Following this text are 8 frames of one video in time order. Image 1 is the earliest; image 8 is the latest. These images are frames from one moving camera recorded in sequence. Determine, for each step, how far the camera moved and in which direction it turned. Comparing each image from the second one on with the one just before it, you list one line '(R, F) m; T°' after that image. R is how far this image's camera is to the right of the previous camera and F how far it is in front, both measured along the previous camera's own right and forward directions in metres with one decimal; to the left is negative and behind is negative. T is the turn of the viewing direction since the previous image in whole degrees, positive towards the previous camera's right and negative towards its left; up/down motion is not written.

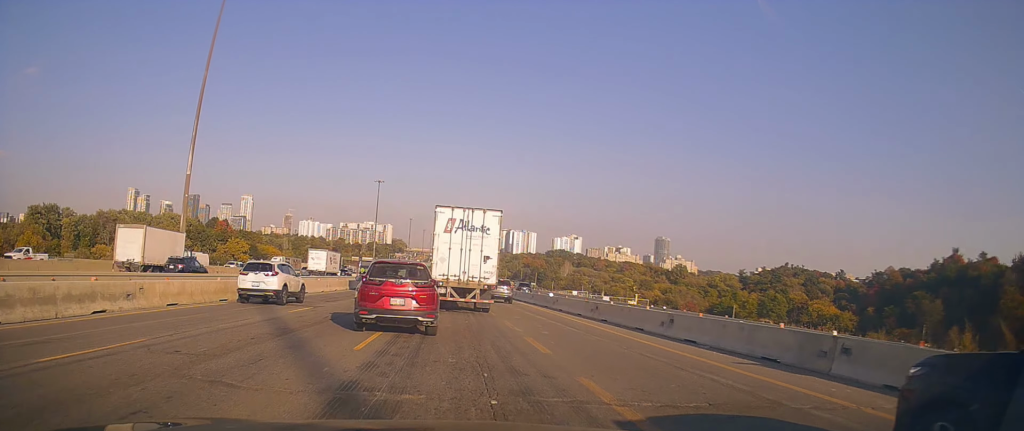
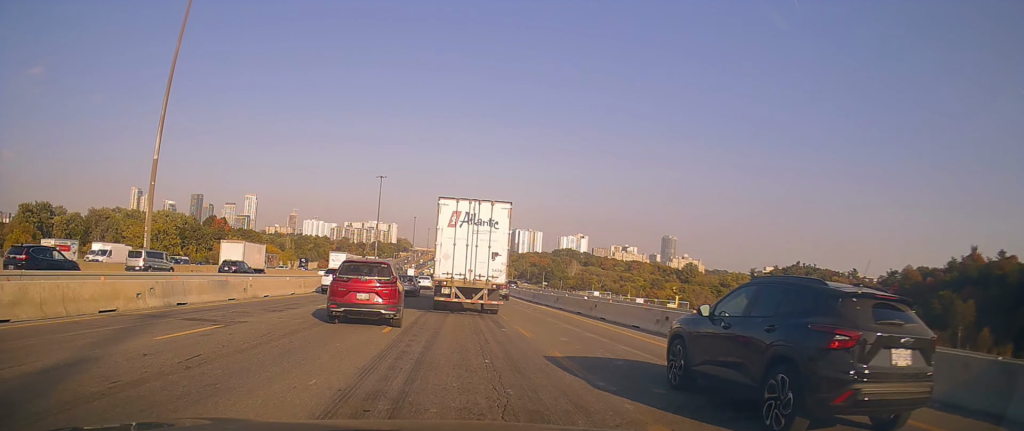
(+0.3, +8.7) m; 0°
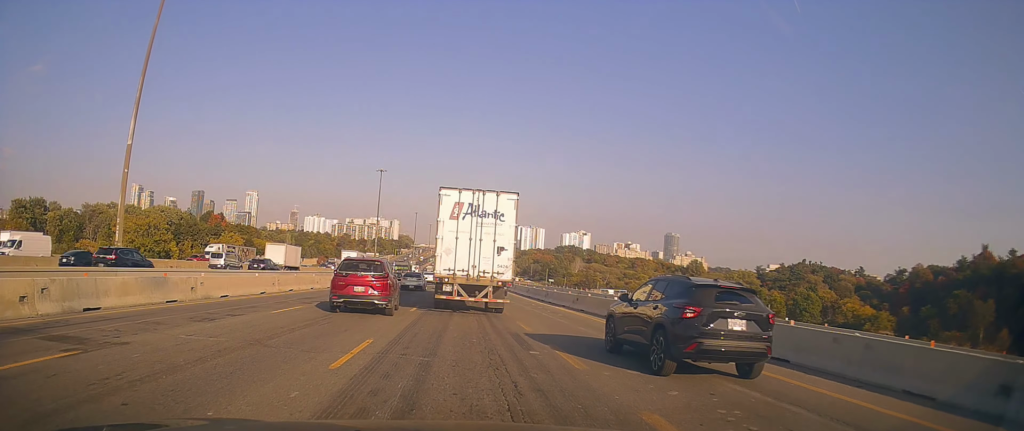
(-0.2, +5.6) m; 0°
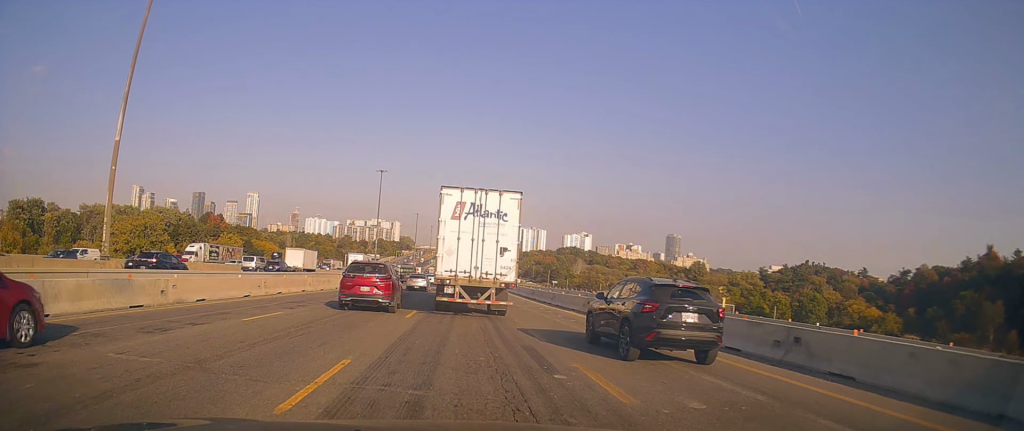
(+0.2, +2.7) m; 0°
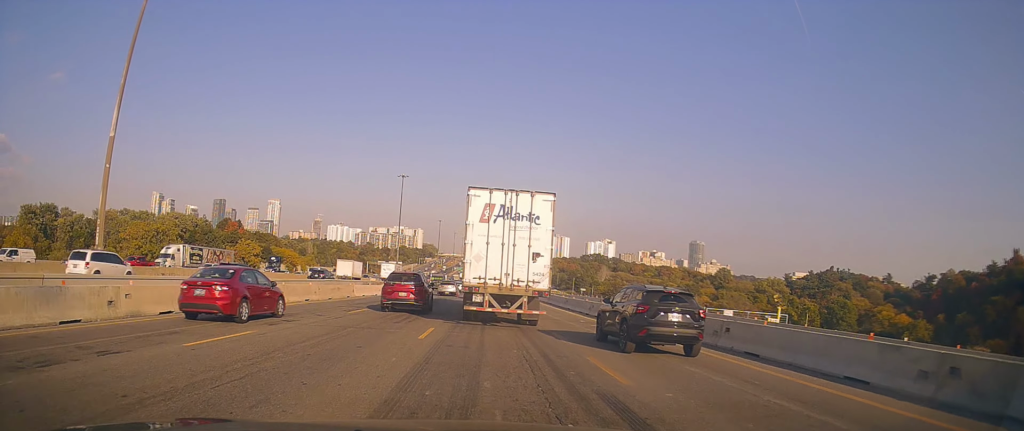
(-0.1, +4.8) m; 0°
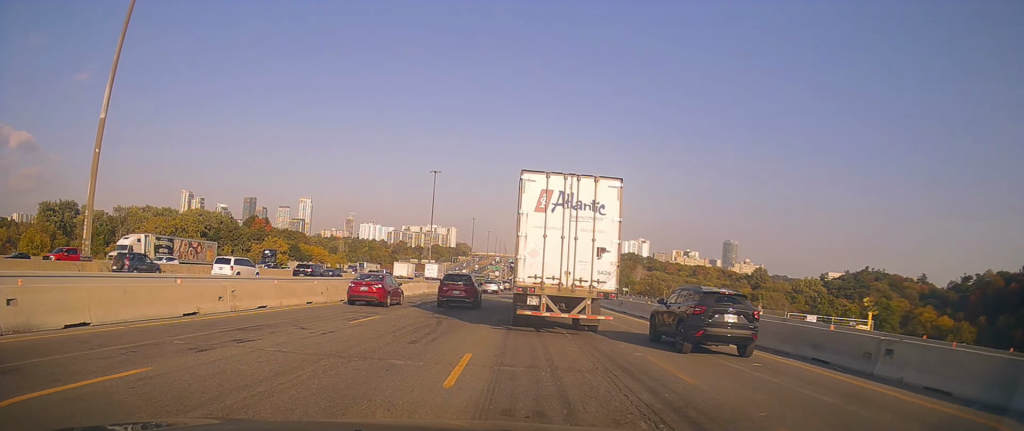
(-0.1, +5.6) m; 0°
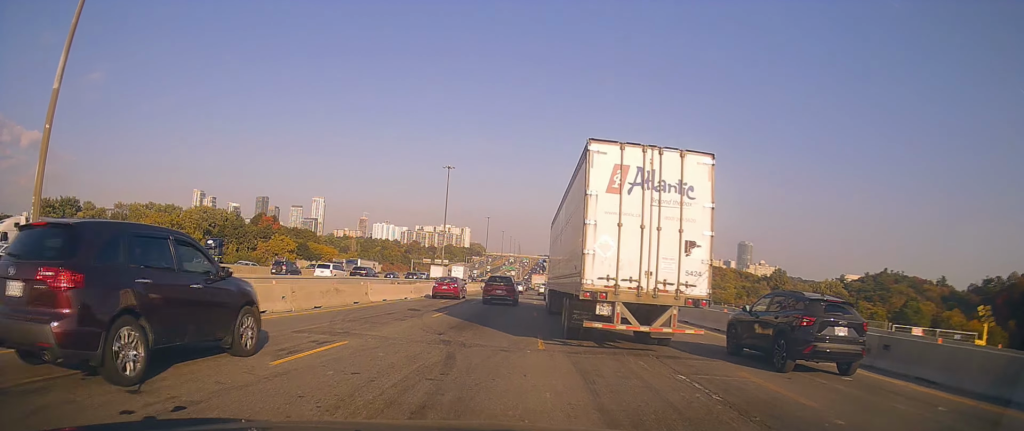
(+0.1, +7.6) m; -3°
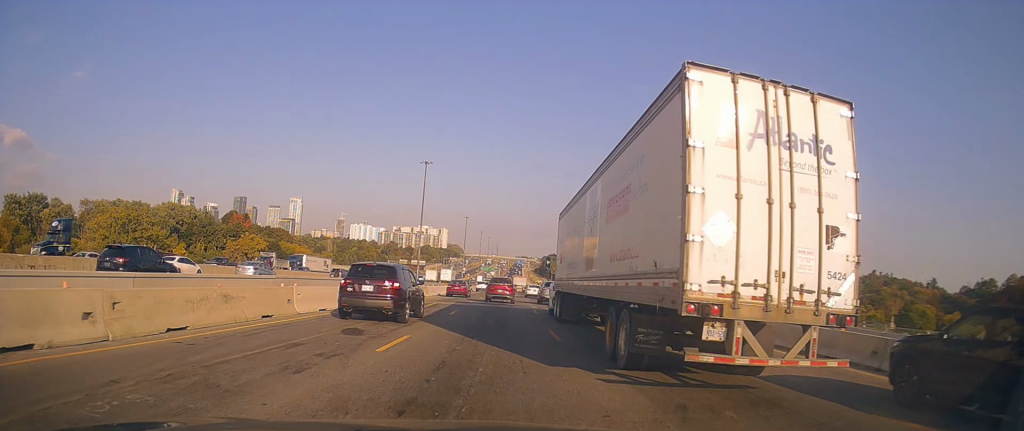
(-0.7, +9.5) m; -3°
